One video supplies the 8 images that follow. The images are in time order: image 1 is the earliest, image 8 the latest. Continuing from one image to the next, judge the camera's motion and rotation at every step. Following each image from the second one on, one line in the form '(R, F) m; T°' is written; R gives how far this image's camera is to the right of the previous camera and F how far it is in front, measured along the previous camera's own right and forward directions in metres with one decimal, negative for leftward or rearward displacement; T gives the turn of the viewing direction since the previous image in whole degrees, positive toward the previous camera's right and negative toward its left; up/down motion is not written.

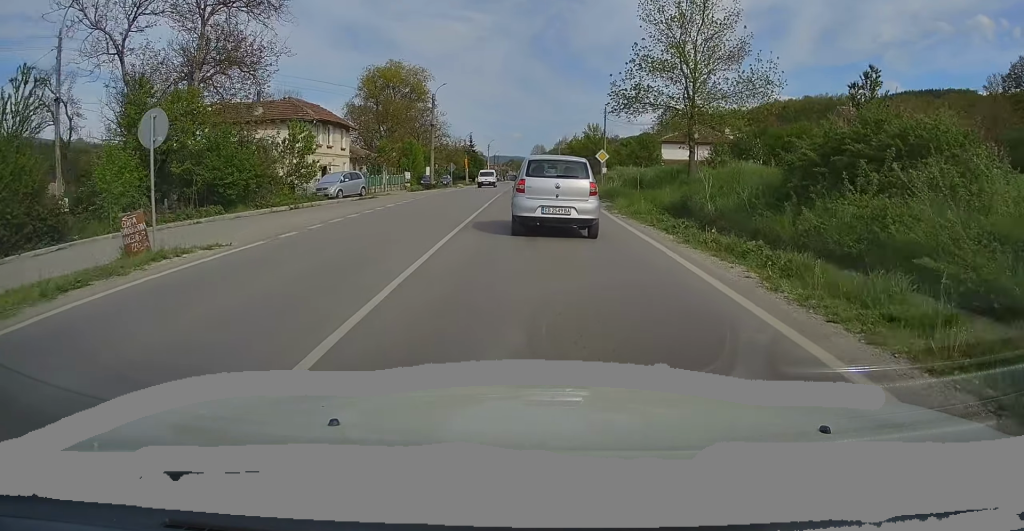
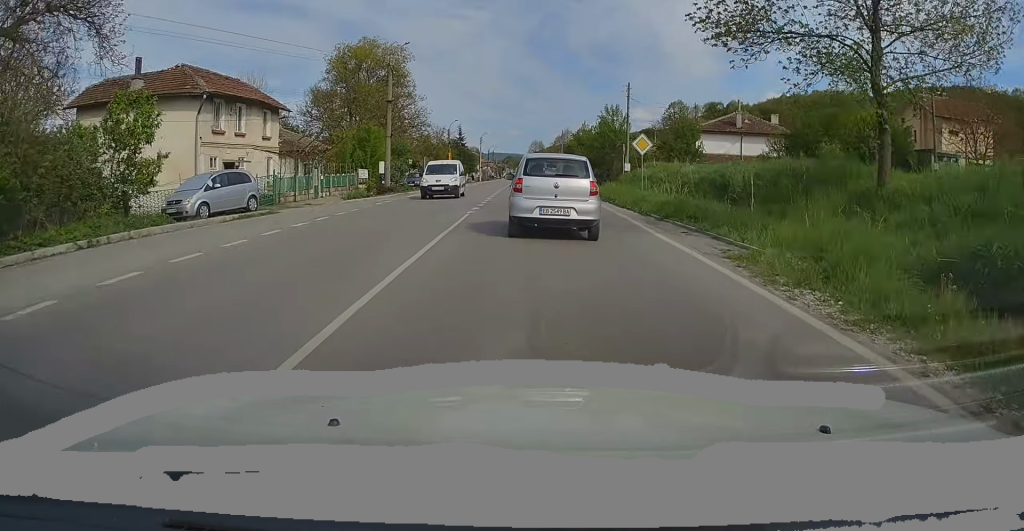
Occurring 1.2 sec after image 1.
(-0.1, +15.9) m; 0°
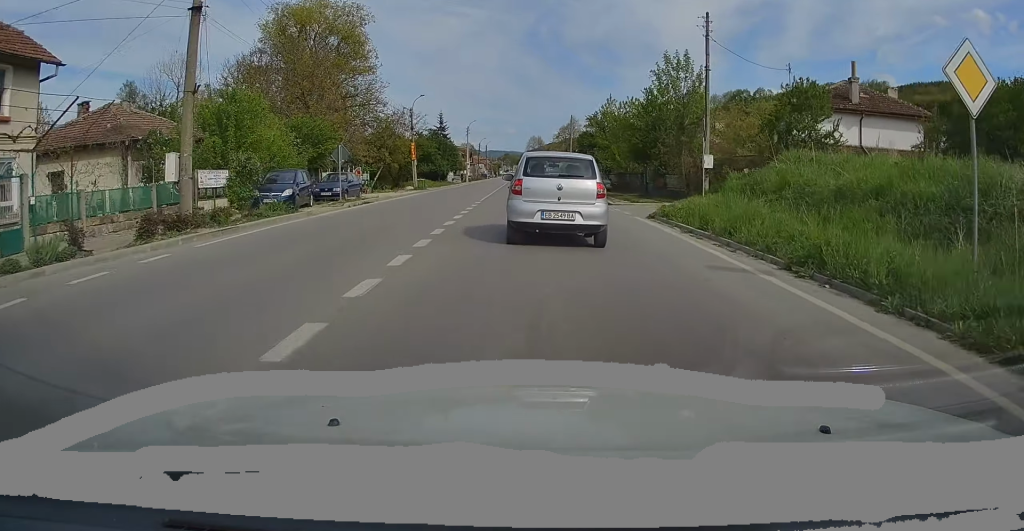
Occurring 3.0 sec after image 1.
(+0.2, +21.9) m; -1°
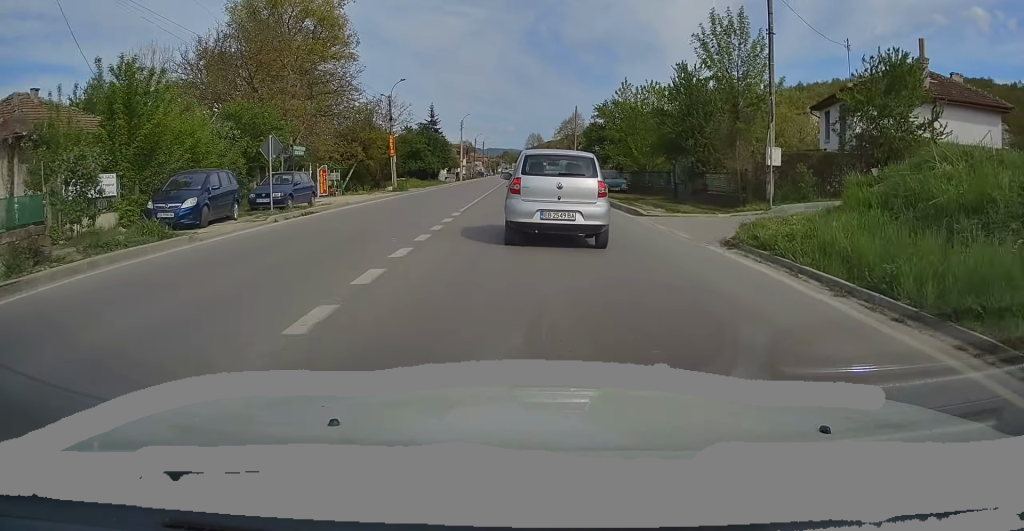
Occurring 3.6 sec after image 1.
(-0.2, +7.4) m; 0°
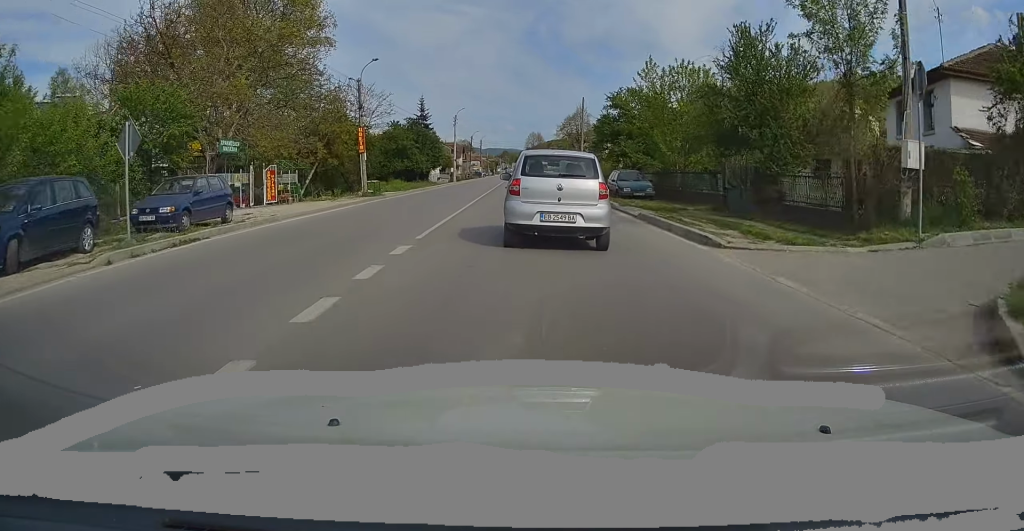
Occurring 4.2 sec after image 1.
(-0.1, +7.7) m; +1°
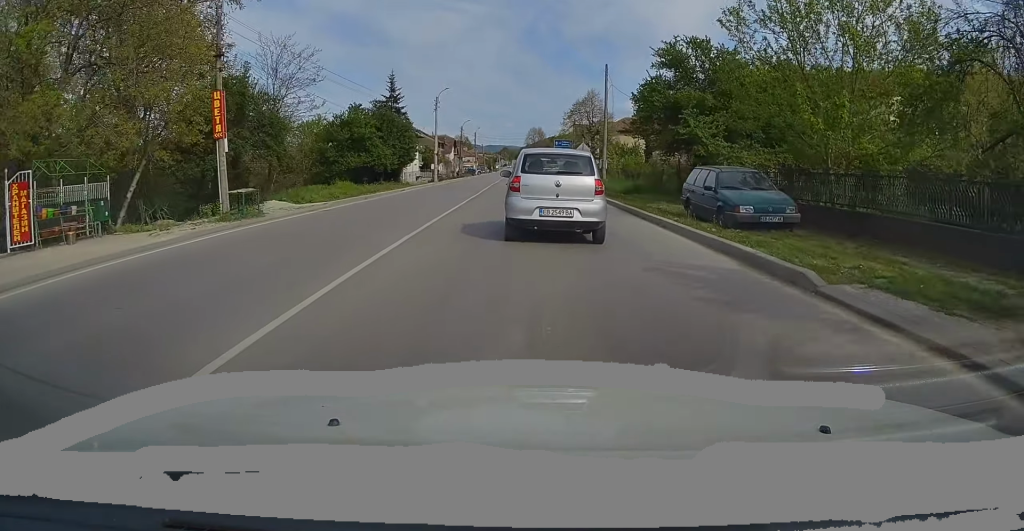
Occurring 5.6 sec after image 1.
(+0.4, +15.9) m; 0°
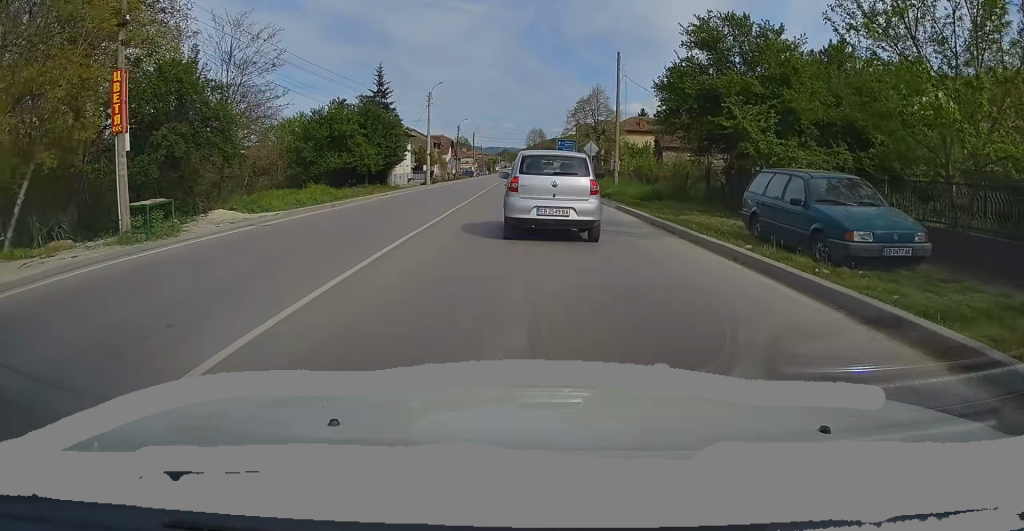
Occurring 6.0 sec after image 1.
(-0.1, +4.9) m; -1°
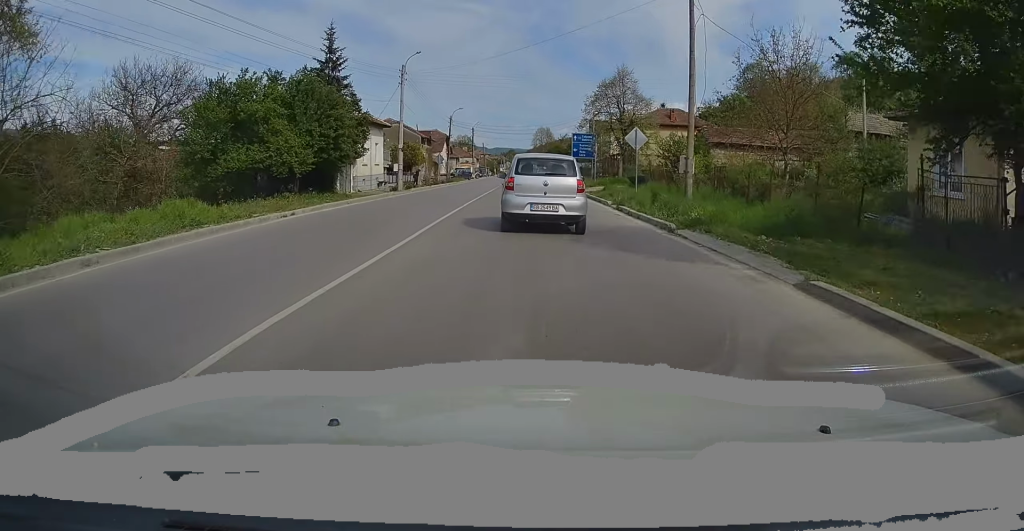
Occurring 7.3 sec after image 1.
(-0.1, +14.5) m; 0°
